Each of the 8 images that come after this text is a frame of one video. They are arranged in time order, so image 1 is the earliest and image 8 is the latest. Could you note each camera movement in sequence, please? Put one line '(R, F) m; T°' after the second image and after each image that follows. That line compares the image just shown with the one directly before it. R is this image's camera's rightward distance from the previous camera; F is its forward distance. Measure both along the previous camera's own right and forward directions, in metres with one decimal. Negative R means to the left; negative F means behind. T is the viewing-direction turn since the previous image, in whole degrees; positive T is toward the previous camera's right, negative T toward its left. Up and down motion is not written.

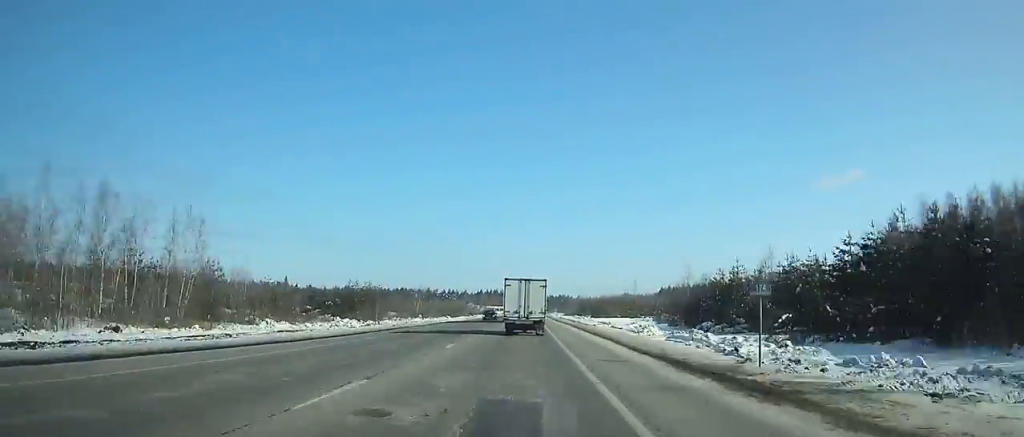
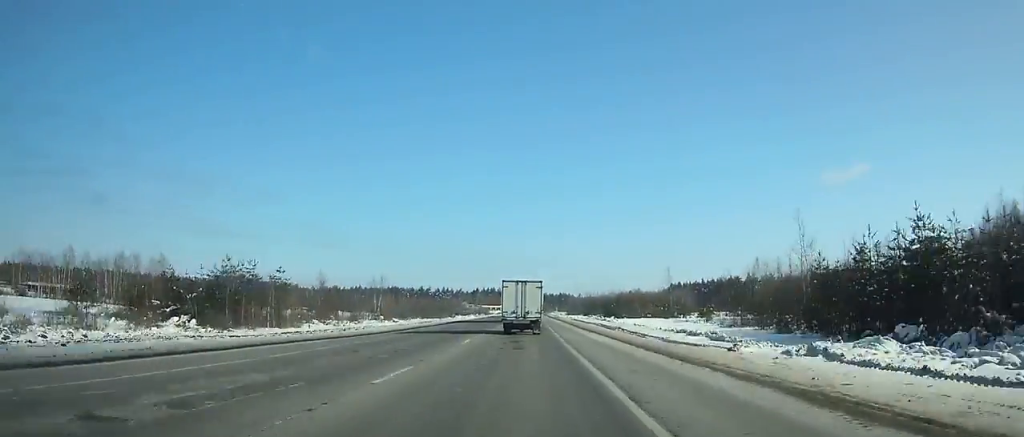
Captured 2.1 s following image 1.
(-0.1, +45.8) m; 0°
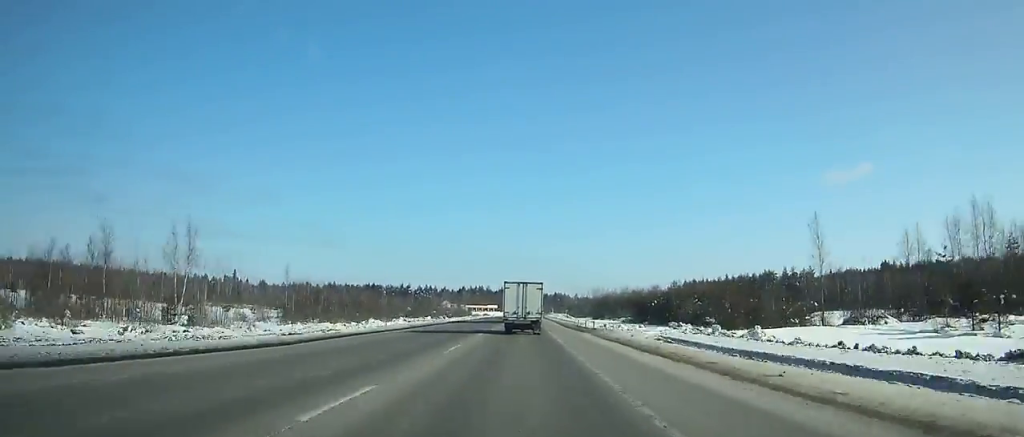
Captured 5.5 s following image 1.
(+0.2, +74.6) m; 0°
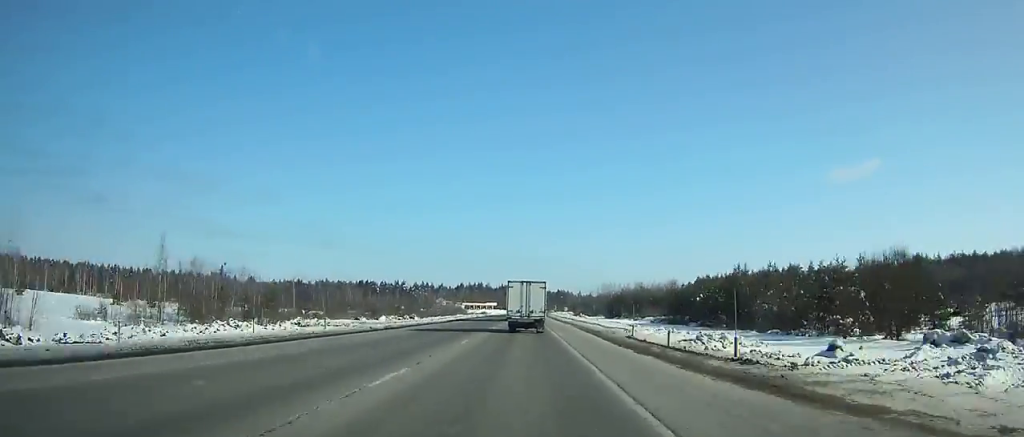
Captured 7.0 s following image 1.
(0.0, +33.1) m; 0°
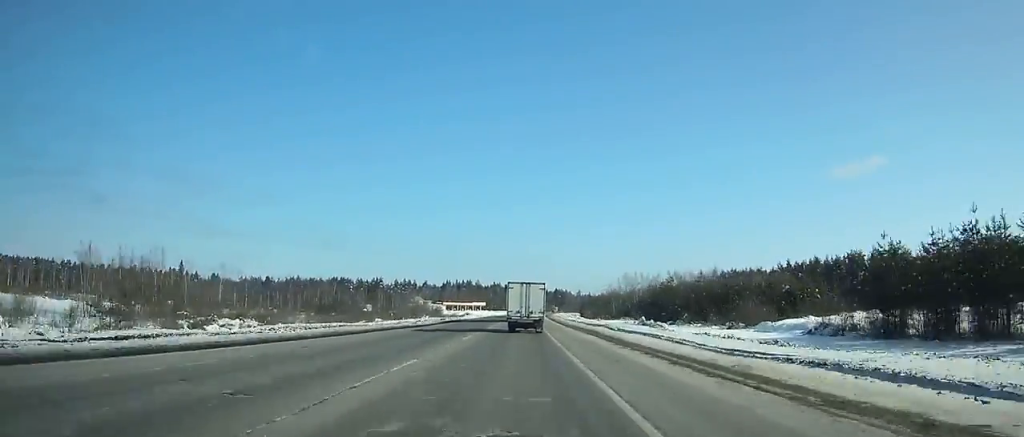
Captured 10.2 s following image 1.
(+0.2, +70.6) m; 0°
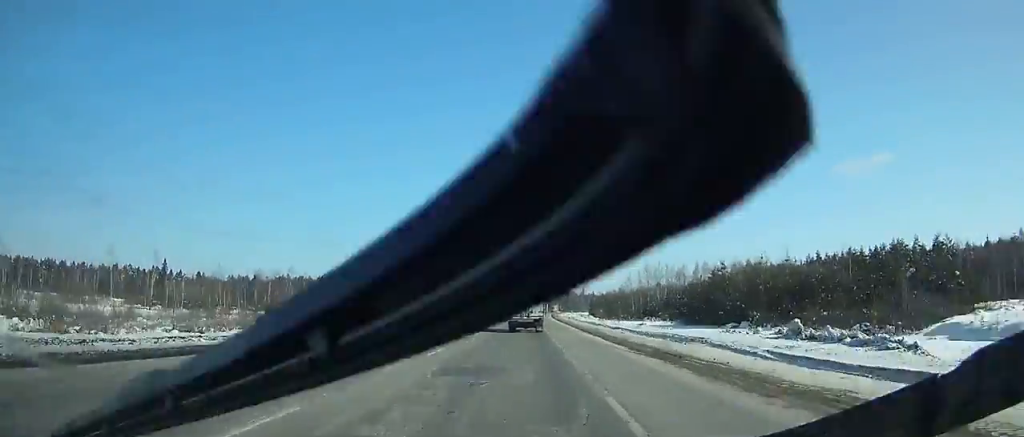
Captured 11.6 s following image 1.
(+0.1, +30.8) m; 0°
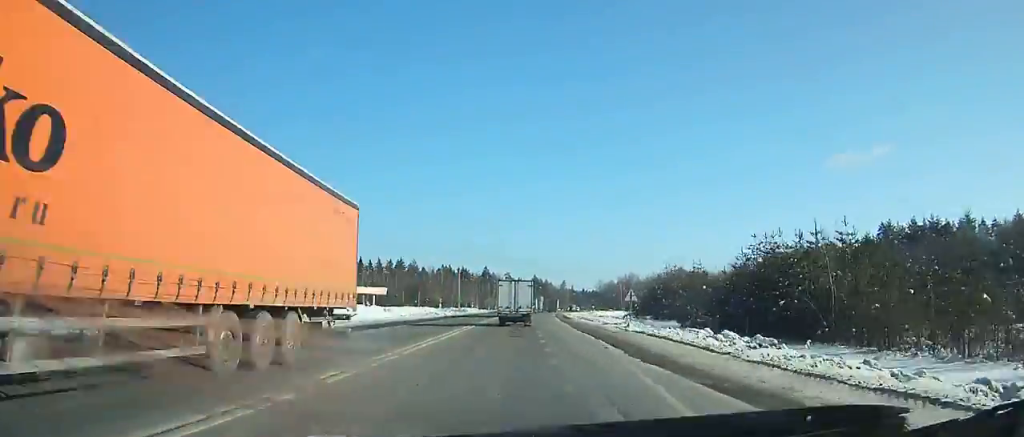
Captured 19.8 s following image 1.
(+4.0, +176.1) m; +3°
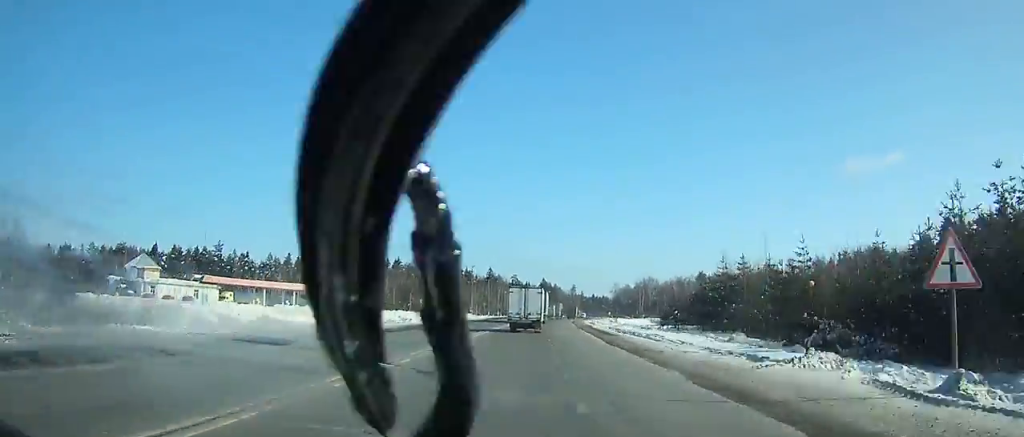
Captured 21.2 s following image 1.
(-0.1, +28.9) m; +1°
